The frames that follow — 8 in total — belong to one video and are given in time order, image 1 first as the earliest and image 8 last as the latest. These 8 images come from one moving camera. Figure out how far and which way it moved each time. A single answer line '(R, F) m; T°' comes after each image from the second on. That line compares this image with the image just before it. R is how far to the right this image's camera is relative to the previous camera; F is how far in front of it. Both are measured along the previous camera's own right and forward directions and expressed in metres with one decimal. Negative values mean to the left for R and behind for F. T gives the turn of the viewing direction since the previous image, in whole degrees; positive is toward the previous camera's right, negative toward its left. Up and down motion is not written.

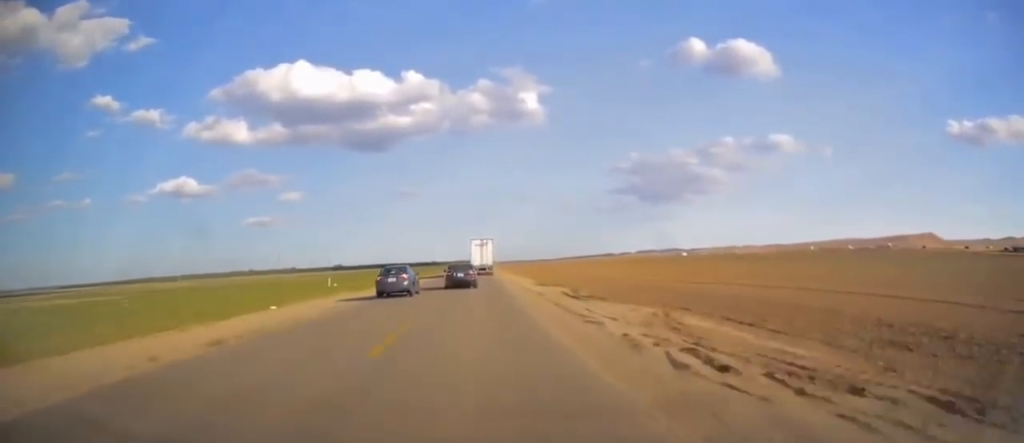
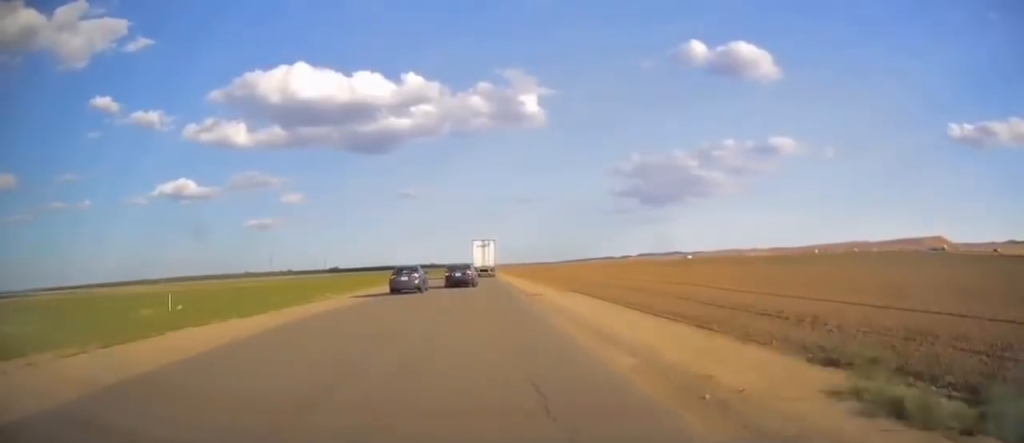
(+0.2, +37.1) m; 0°
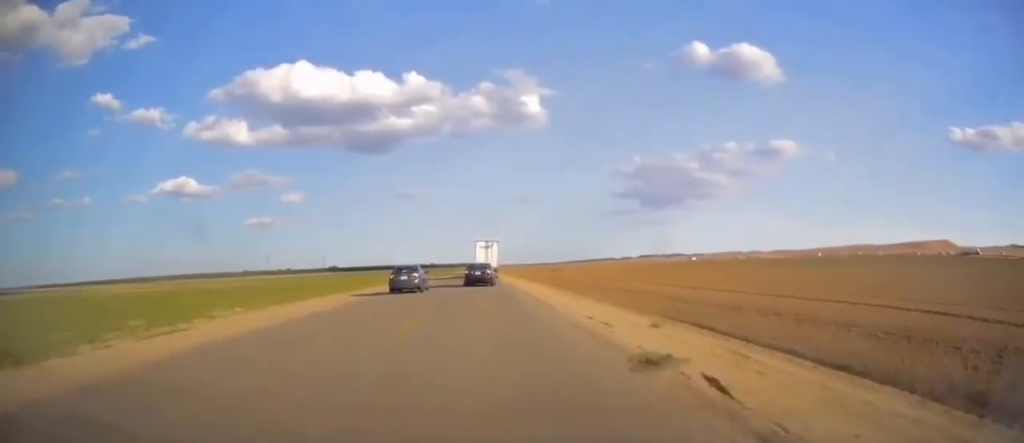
(0.0, +19.5) m; 0°
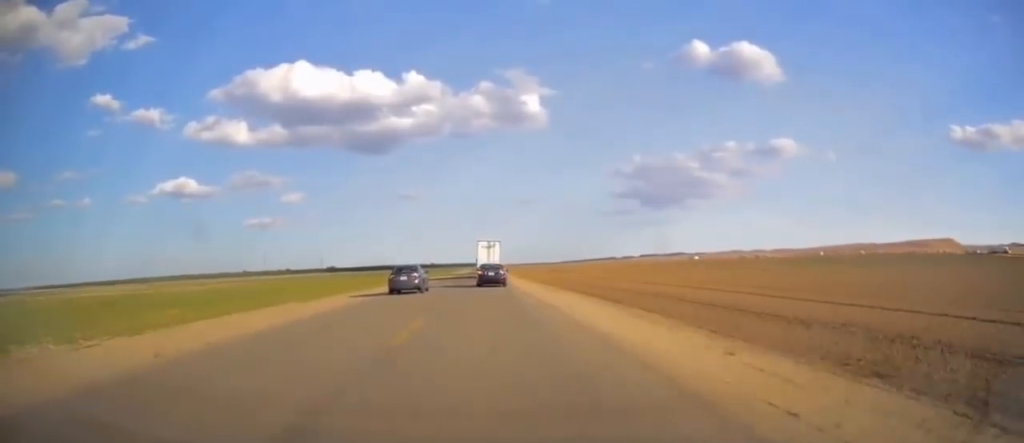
(-0.3, +14.8) m; 0°
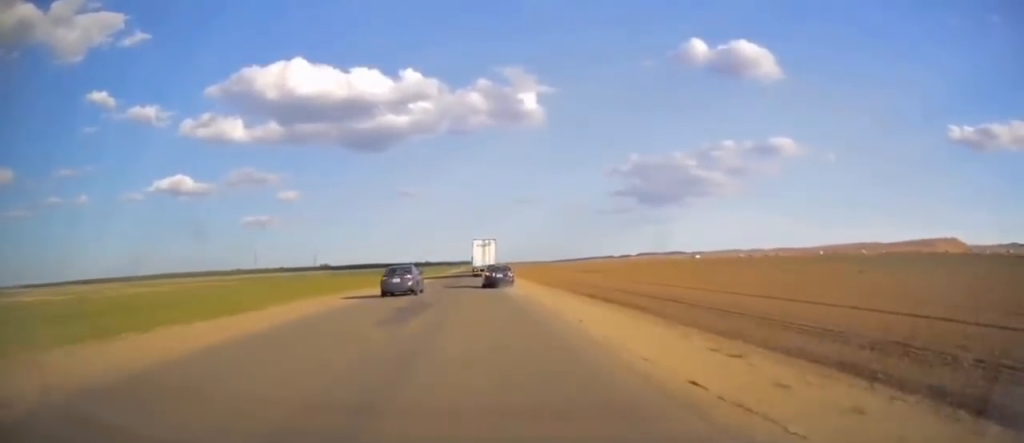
(+0.4, +27.7) m; 0°
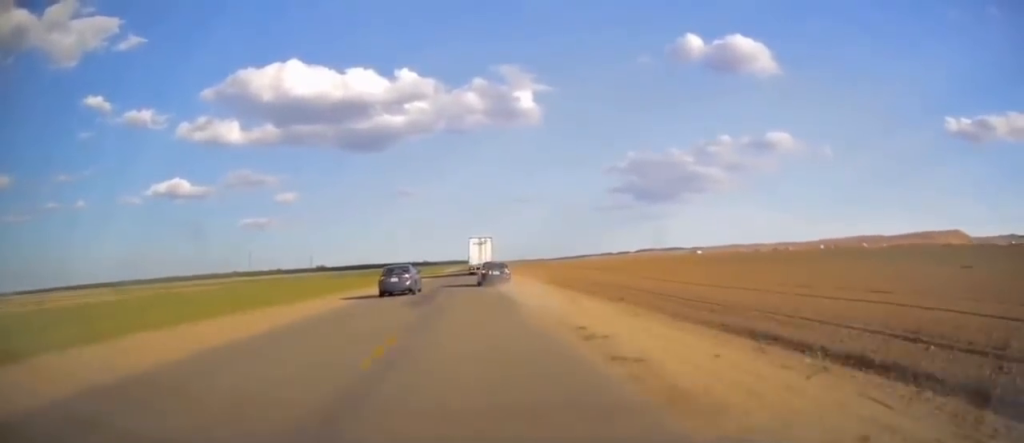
(-0.2, +19.2) m; 0°
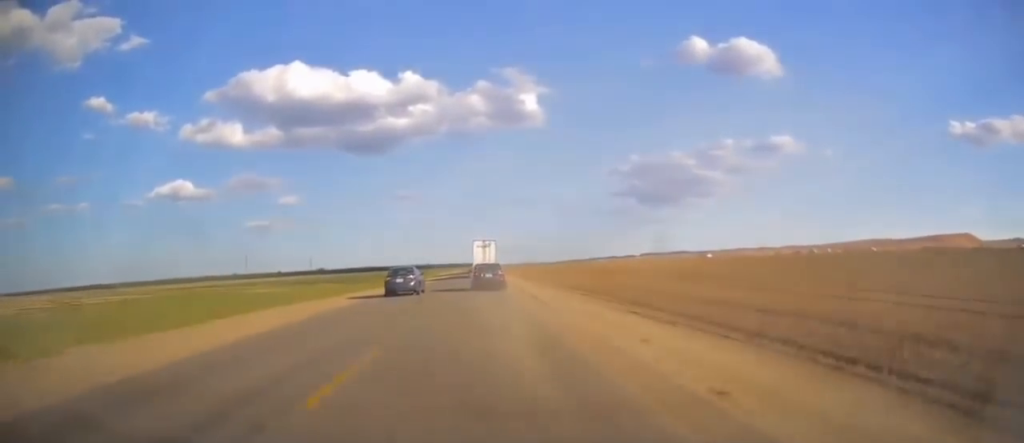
(+0.1, +31.8) m; 0°
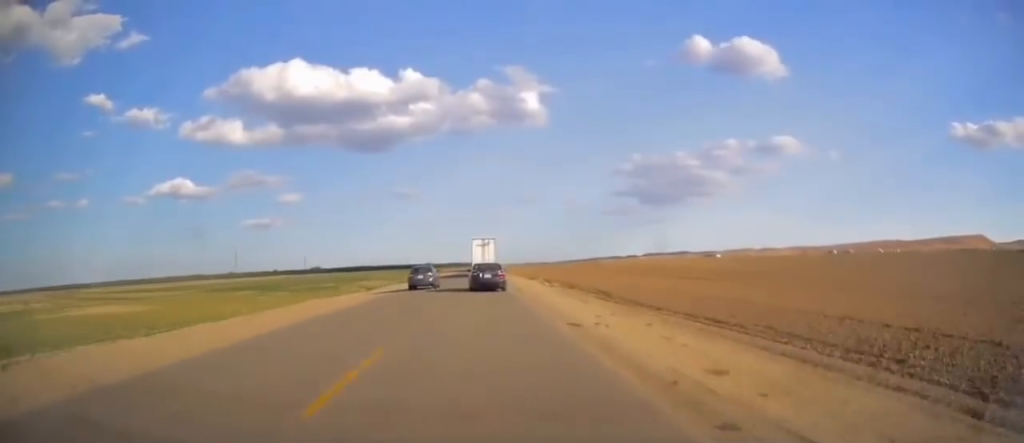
(-0.2, +44.4) m; -1°
